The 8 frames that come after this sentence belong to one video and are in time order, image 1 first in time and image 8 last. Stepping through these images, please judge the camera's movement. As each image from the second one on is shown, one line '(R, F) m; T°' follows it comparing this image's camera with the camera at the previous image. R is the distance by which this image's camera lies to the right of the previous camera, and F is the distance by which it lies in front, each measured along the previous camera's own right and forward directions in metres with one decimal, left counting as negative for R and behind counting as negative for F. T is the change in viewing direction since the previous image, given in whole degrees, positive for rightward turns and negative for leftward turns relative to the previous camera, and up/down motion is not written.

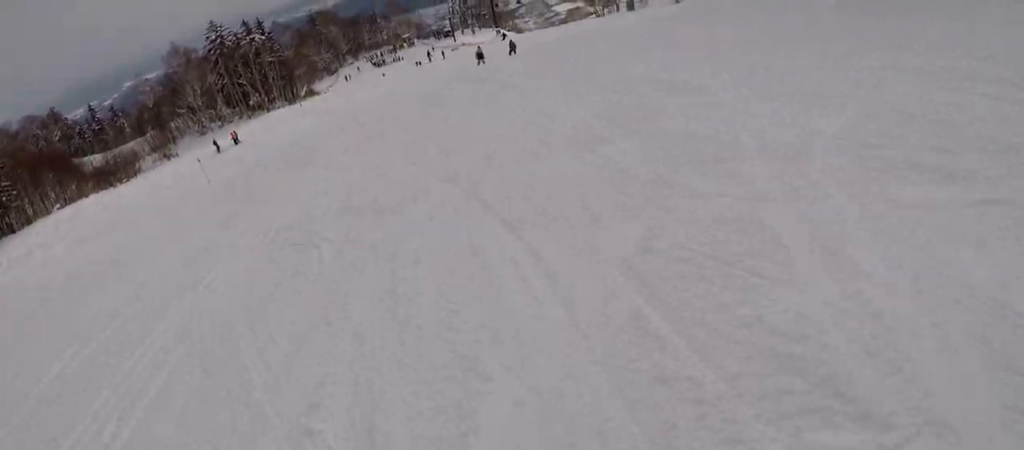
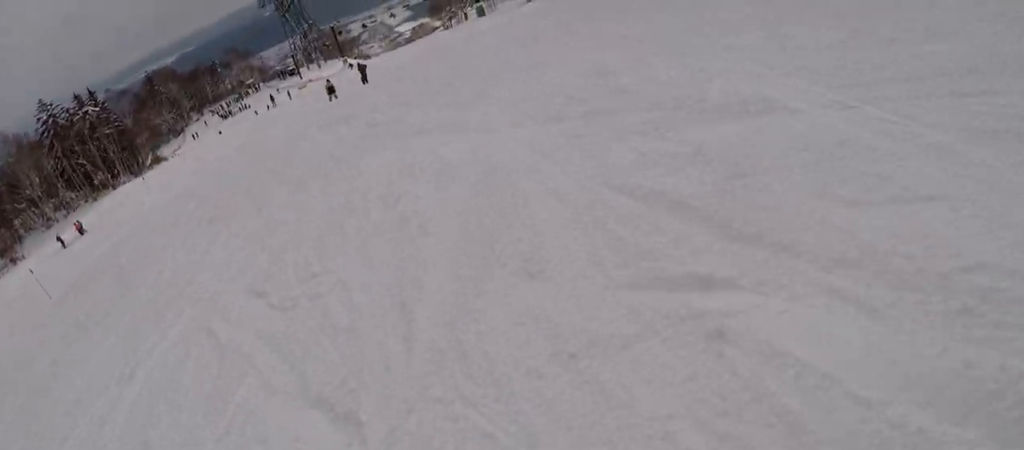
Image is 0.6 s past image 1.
(+0.7, +4.2) m; +8°
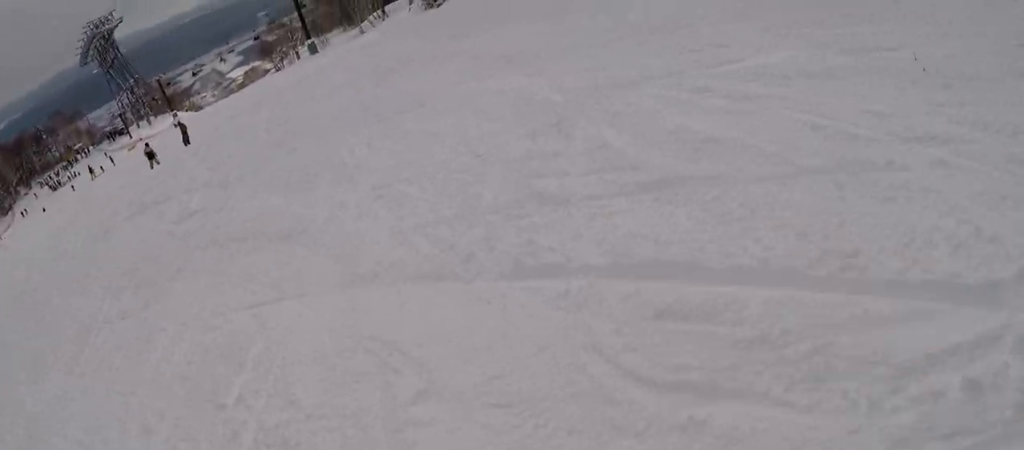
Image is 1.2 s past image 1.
(-0.3, +4.1) m; +3°
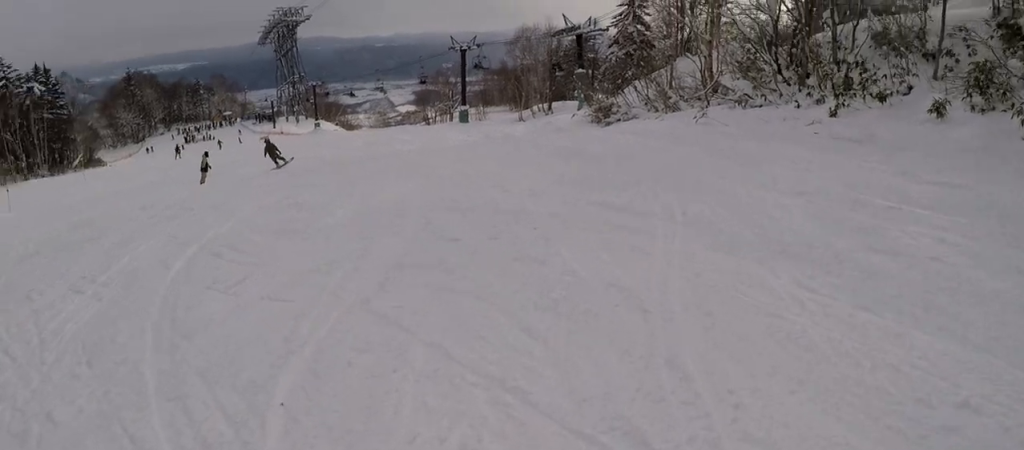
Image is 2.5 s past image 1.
(+0.9, +8.8) m; 0°
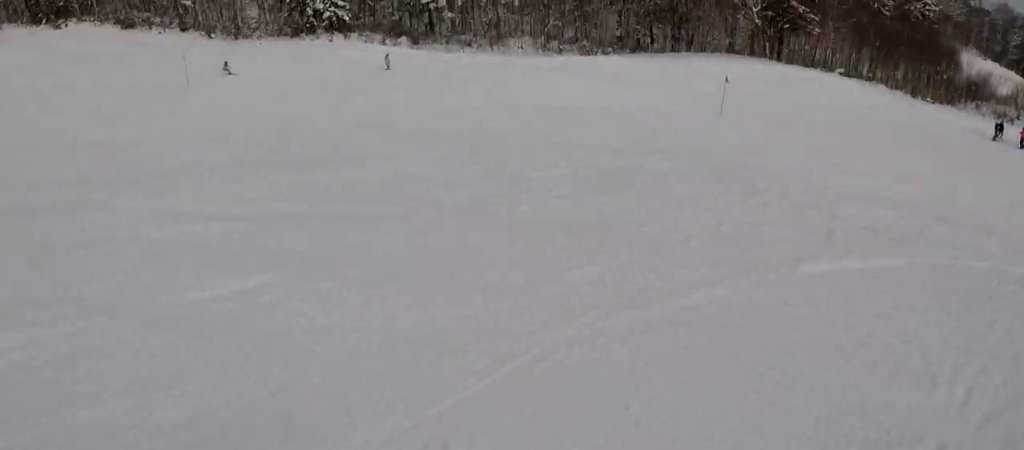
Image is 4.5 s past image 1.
(-4.7, +9.1) m; -57°
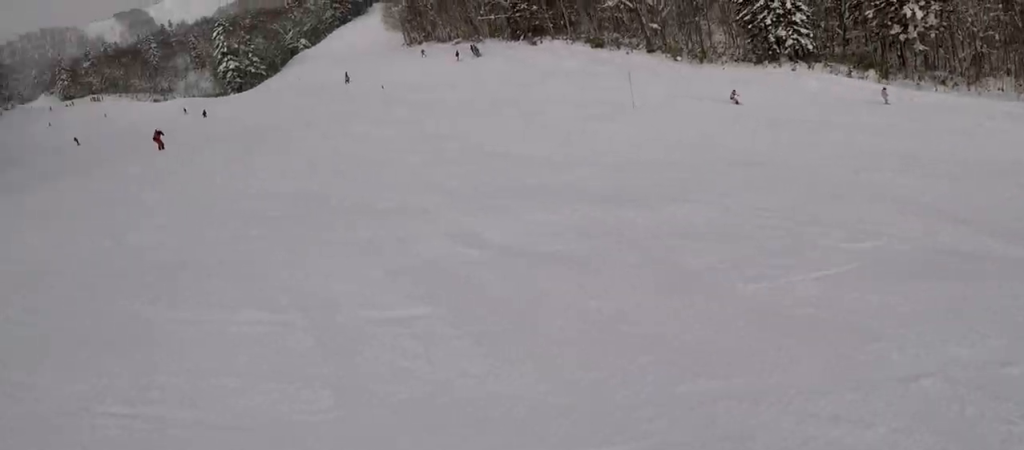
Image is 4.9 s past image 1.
(-0.4, +2.2) m; +9°
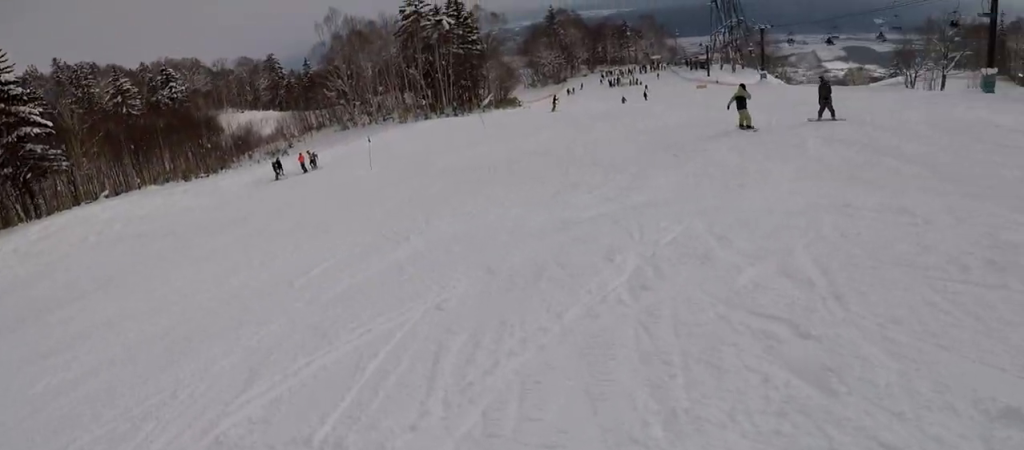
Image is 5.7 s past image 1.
(0.0, +3.5) m; +18°
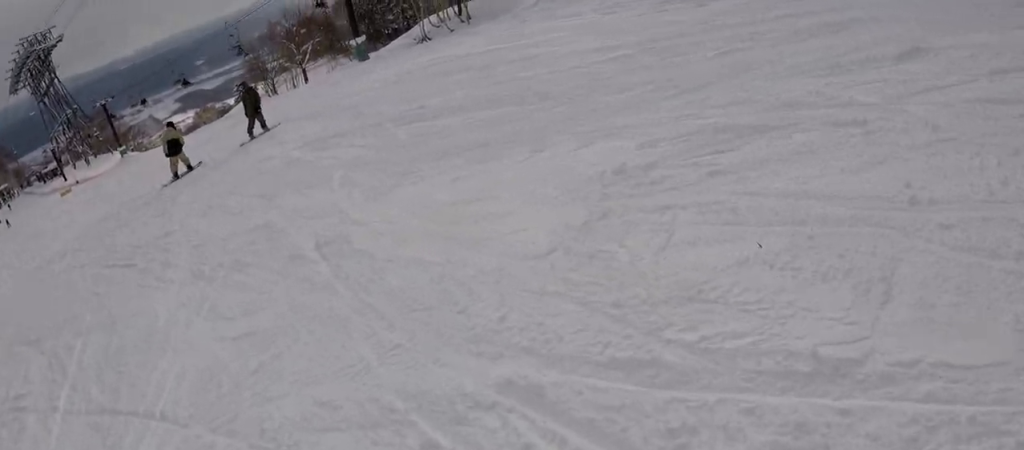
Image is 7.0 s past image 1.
(+2.2, +5.8) m; +26°
